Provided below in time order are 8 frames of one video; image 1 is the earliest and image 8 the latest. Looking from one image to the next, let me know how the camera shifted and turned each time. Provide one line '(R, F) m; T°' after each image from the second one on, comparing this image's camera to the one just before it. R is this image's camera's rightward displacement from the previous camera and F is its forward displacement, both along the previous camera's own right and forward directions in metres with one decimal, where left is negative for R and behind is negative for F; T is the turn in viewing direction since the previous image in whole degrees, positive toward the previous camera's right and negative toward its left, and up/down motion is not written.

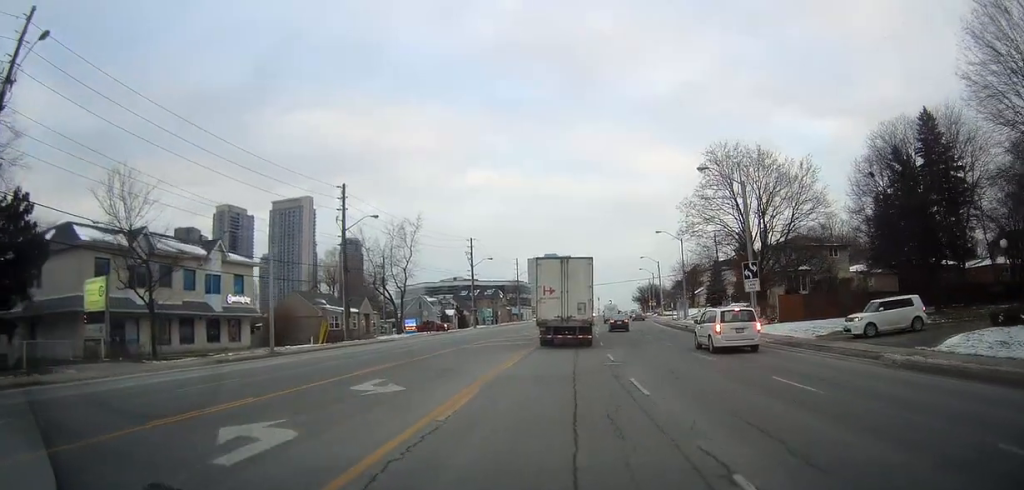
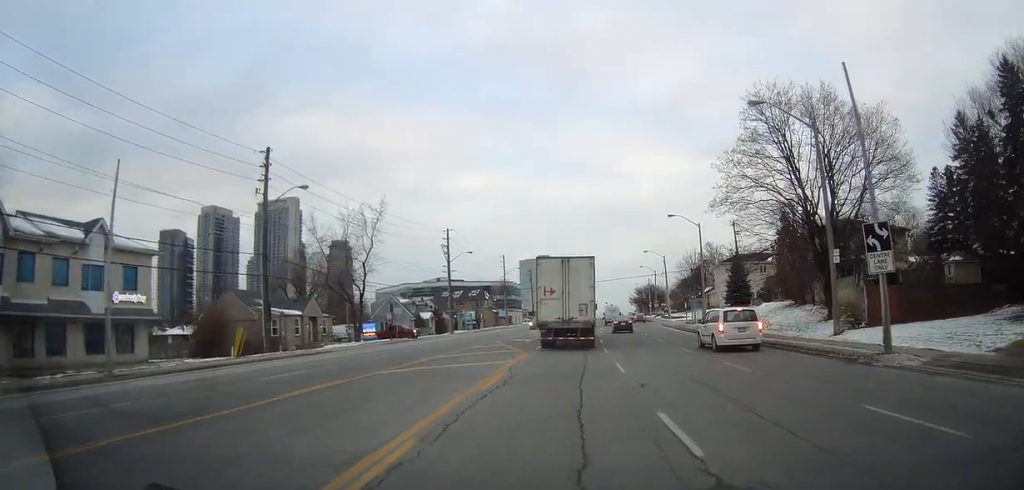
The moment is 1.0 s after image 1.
(-0.1, +14.0) m; +1°
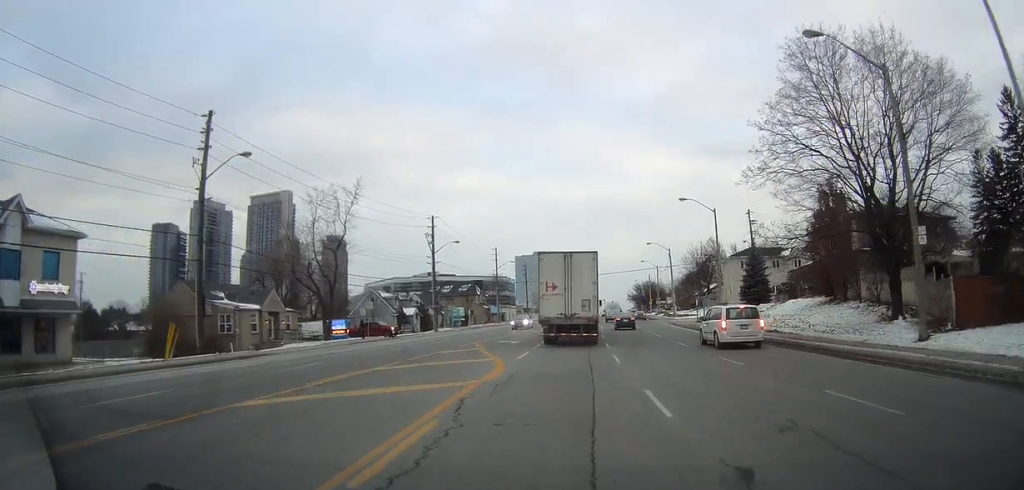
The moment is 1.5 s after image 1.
(+0.2, +7.8) m; +1°
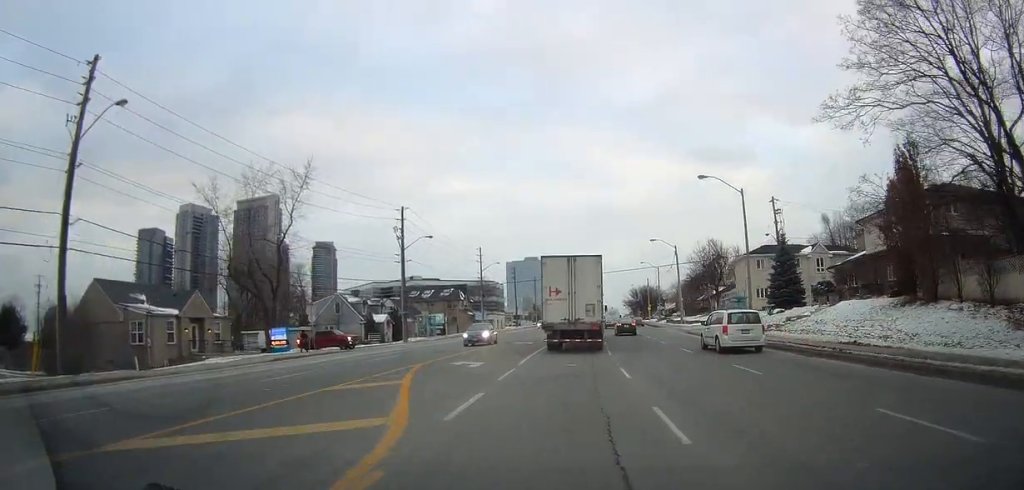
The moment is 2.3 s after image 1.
(+0.2, +11.2) m; +1°
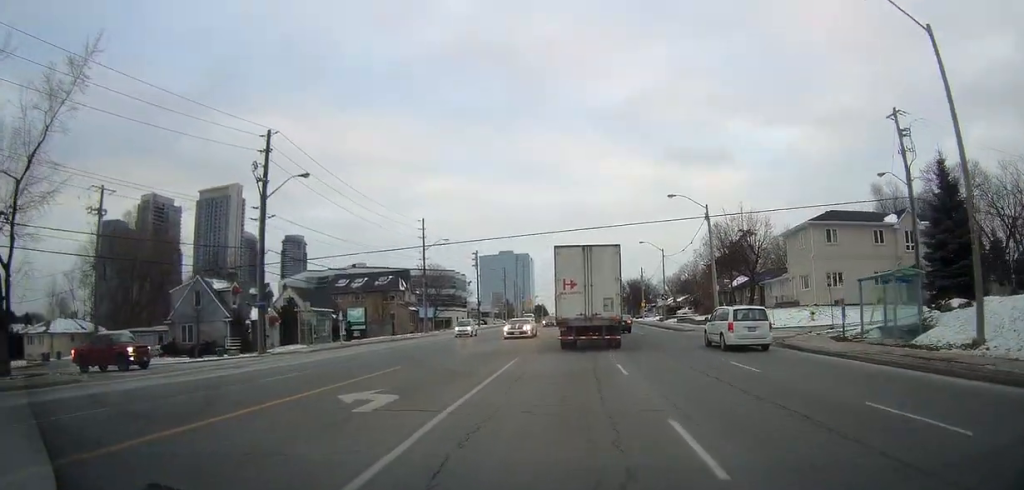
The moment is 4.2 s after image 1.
(0.0, +27.9) m; +1°
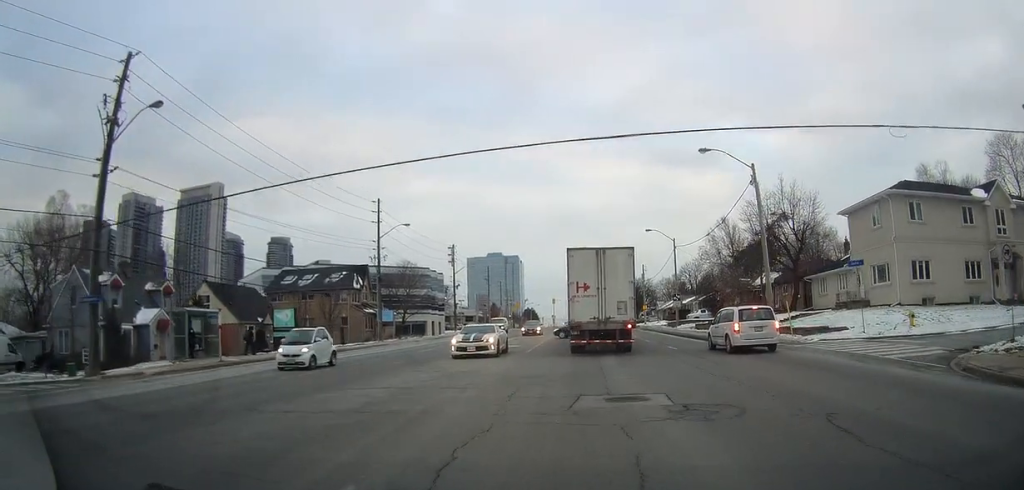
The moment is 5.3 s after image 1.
(+0.3, +15.5) m; +1°
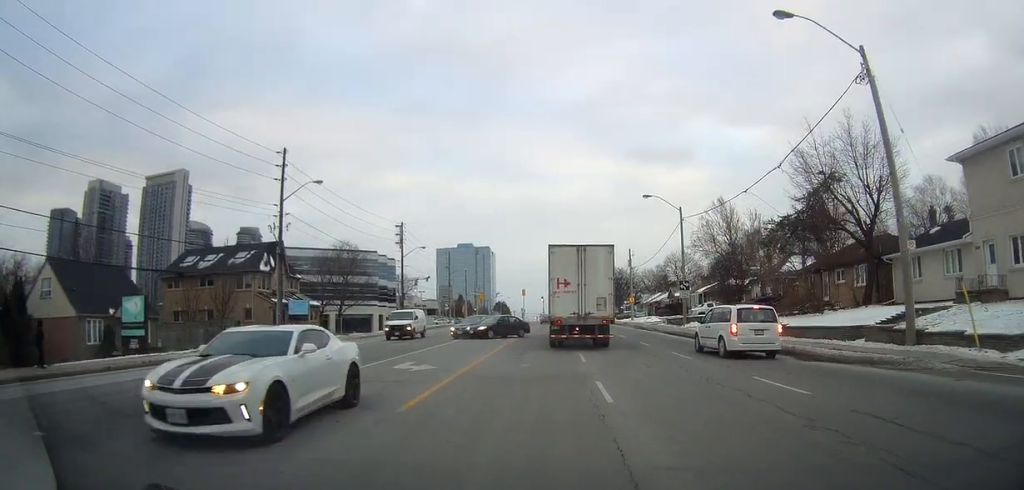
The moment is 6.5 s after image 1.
(+0.1, +17.4) m; +2°
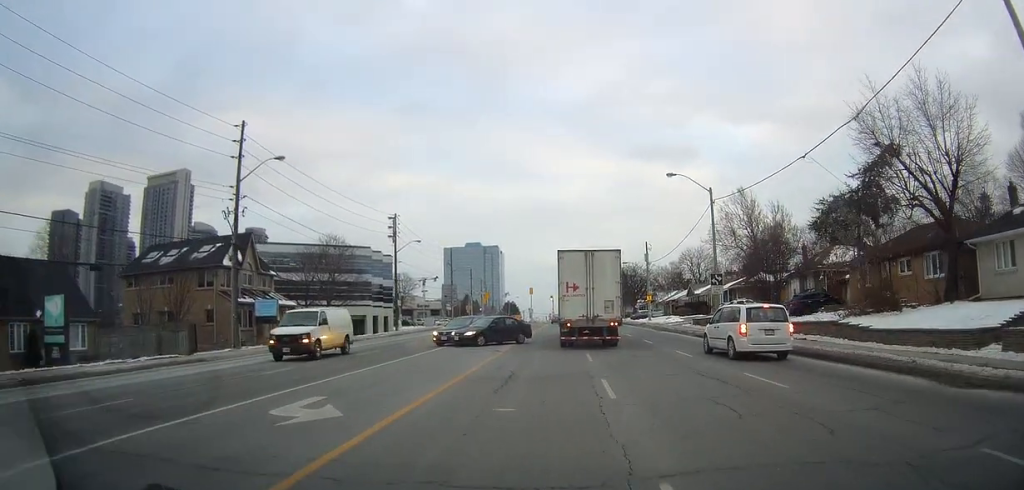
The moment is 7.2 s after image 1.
(+0.1, +8.9) m; +1°
